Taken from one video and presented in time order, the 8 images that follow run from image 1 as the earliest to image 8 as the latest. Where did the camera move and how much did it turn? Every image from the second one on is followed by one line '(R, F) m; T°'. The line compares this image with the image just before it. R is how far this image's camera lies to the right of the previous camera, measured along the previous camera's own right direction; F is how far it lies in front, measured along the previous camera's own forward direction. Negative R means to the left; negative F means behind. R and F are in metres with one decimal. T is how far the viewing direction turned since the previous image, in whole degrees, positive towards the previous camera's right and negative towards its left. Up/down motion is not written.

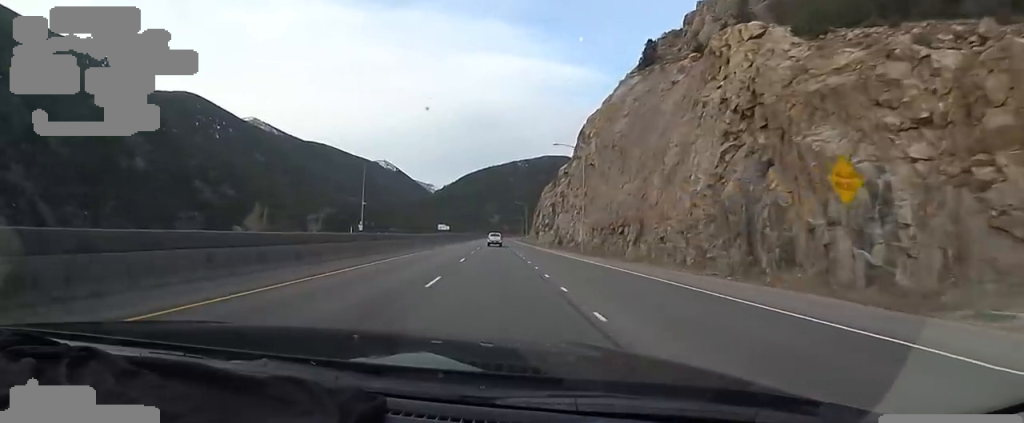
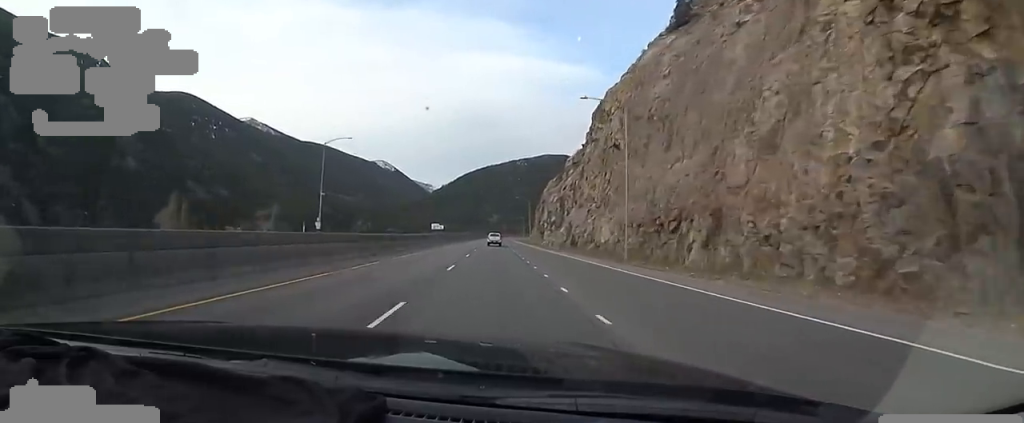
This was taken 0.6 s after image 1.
(-0.2, +18.2) m; +1°
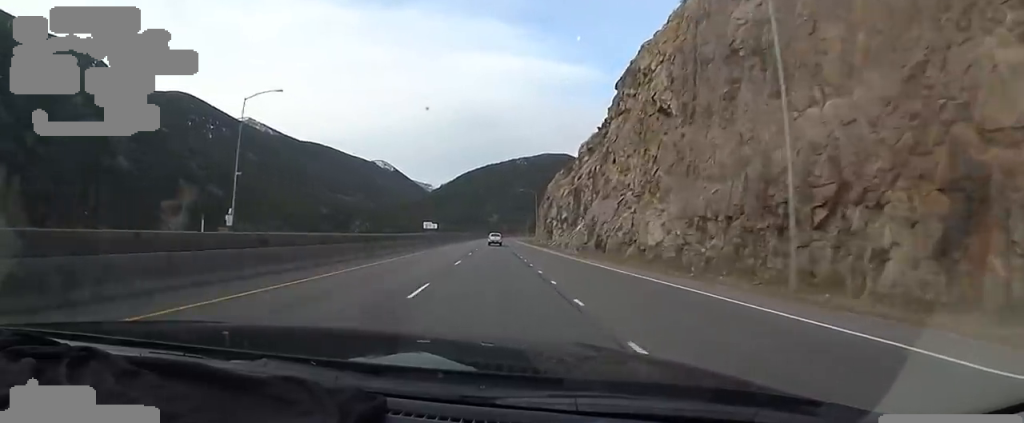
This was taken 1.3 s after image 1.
(+0.5, +20.5) m; +1°
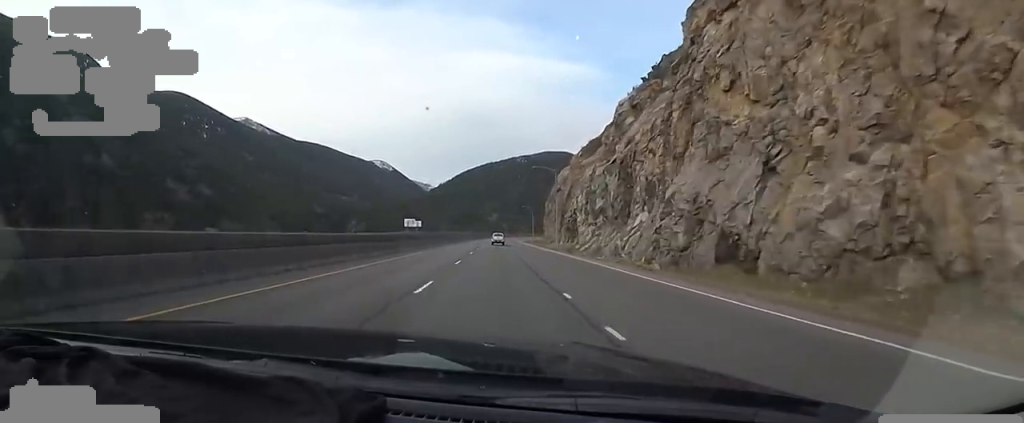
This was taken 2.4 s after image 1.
(+0.7, +35.1) m; 0°
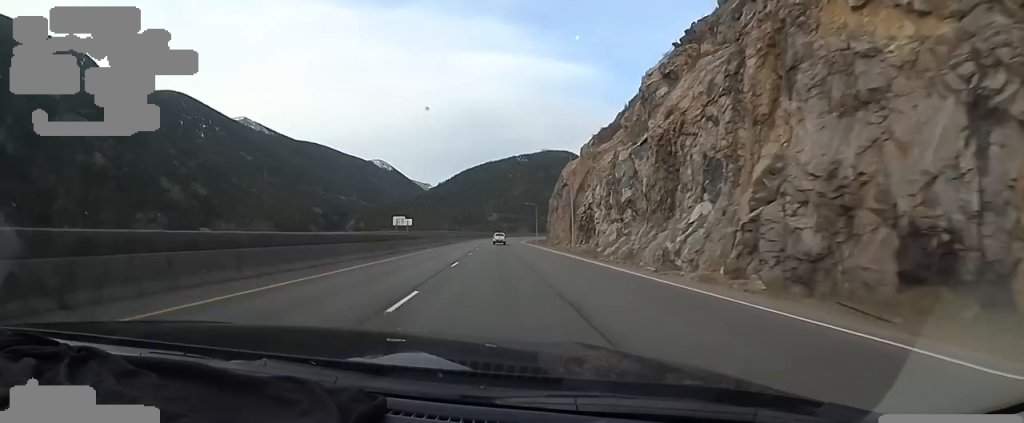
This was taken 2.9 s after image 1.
(+0.1, +14.5) m; -1°
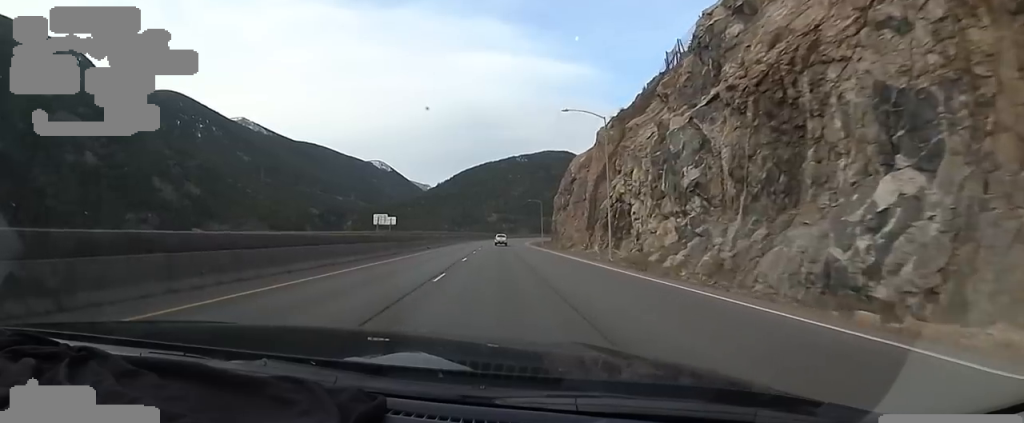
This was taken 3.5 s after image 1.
(-0.7, +18.7) m; 0°
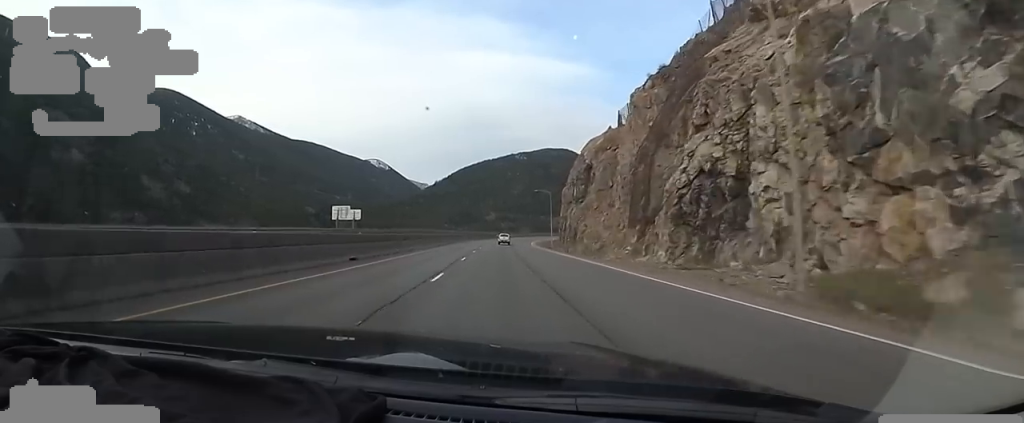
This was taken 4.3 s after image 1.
(+0.2, +24.9) m; +1°
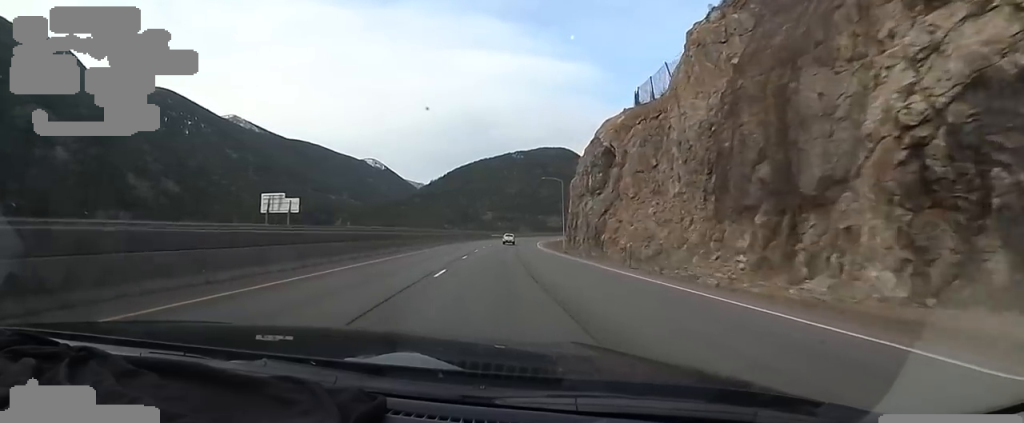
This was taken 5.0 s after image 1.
(+0.4, +22.8) m; +1°
